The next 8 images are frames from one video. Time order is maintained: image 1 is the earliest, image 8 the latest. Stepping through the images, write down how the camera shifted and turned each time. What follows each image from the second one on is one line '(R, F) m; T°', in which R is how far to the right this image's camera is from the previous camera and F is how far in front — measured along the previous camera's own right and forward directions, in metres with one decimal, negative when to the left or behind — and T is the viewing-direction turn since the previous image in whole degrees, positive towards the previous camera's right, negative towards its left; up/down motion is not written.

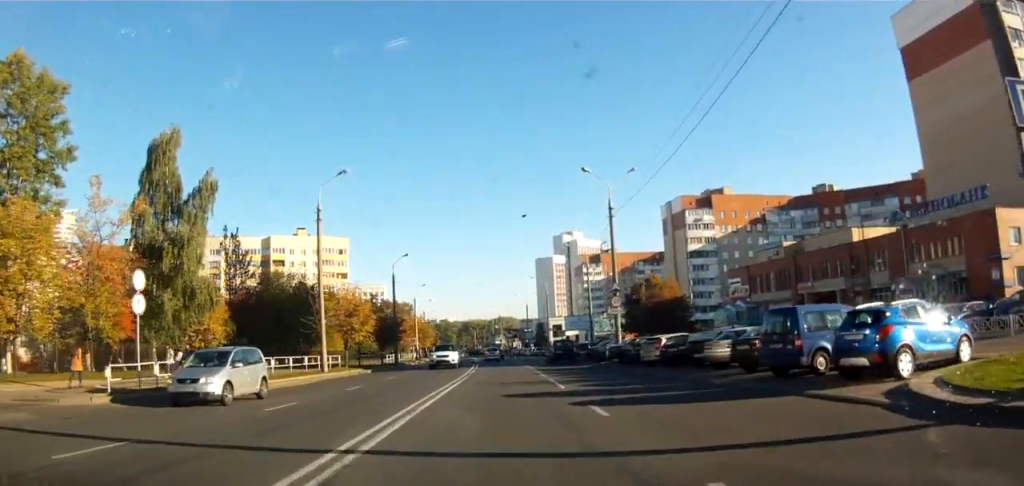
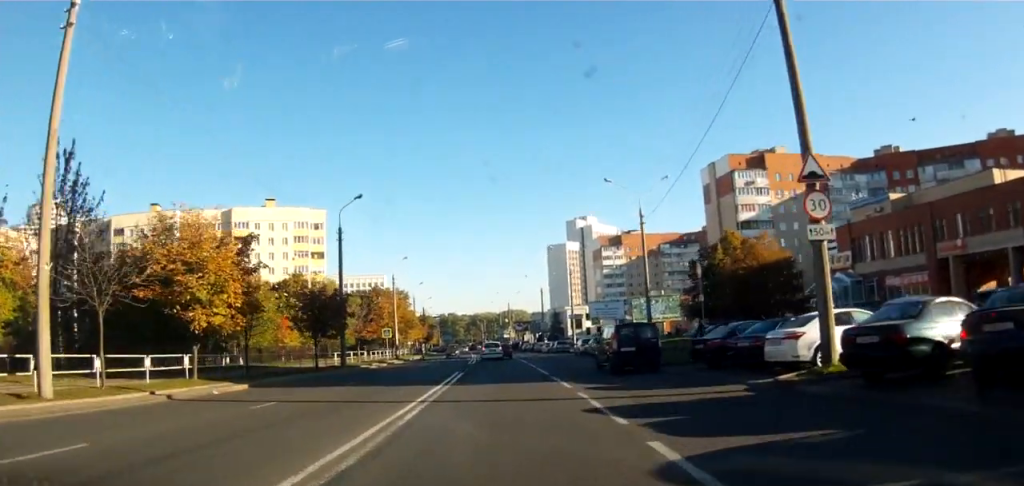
(+0.3, +24.3) m; +1°
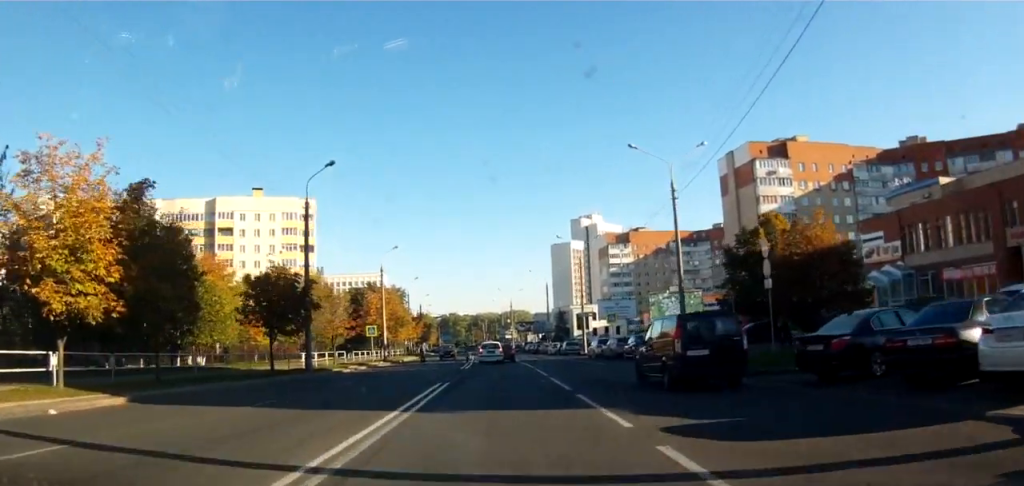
(+0.2, +7.7) m; -1°
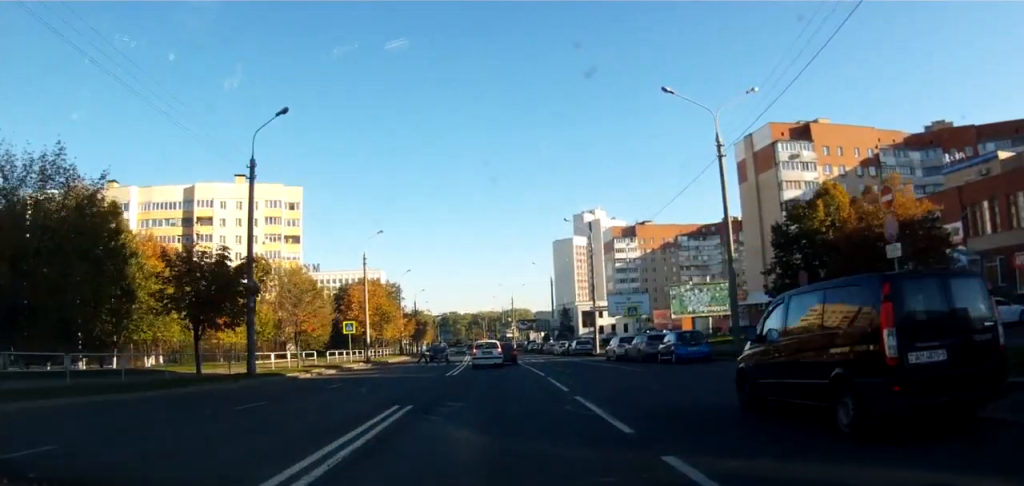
(-0.4, +7.4) m; -3°
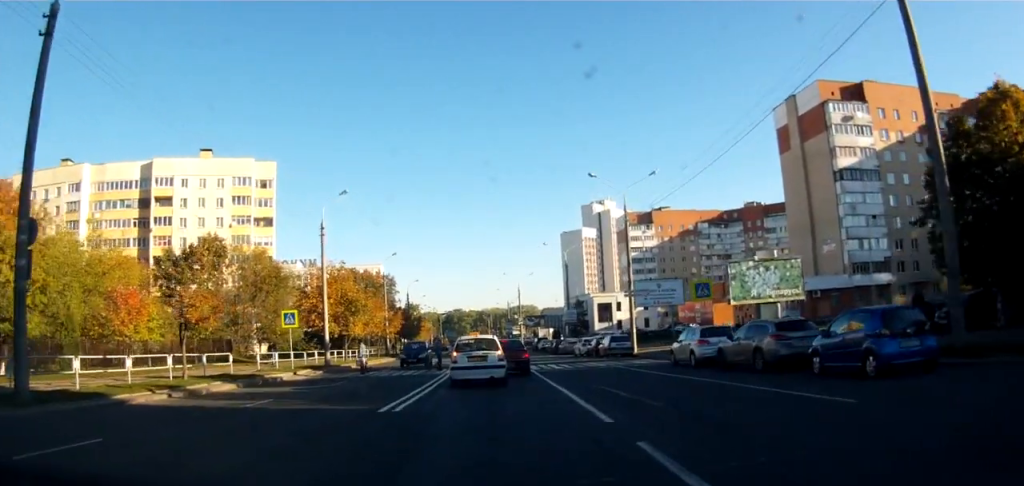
(-0.1, +11.7) m; +2°
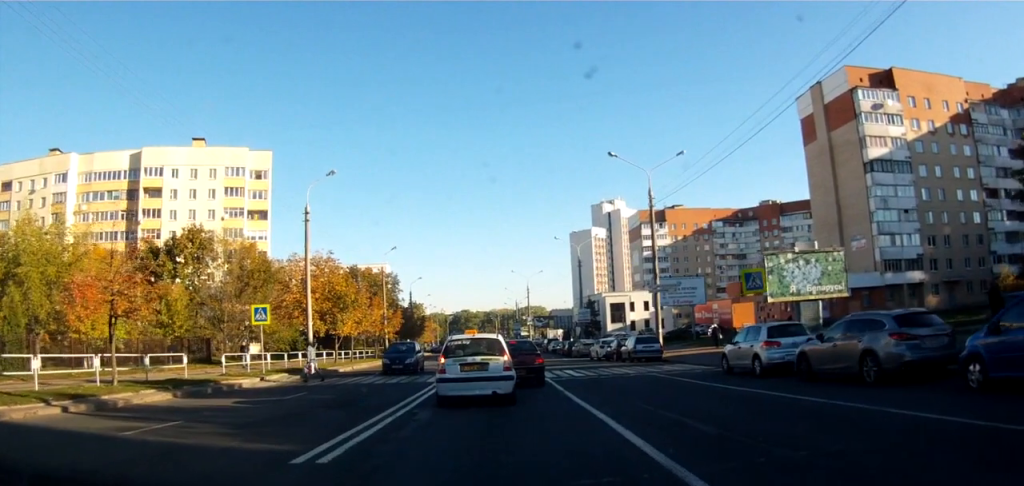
(+0.2, +3.9) m; +1°
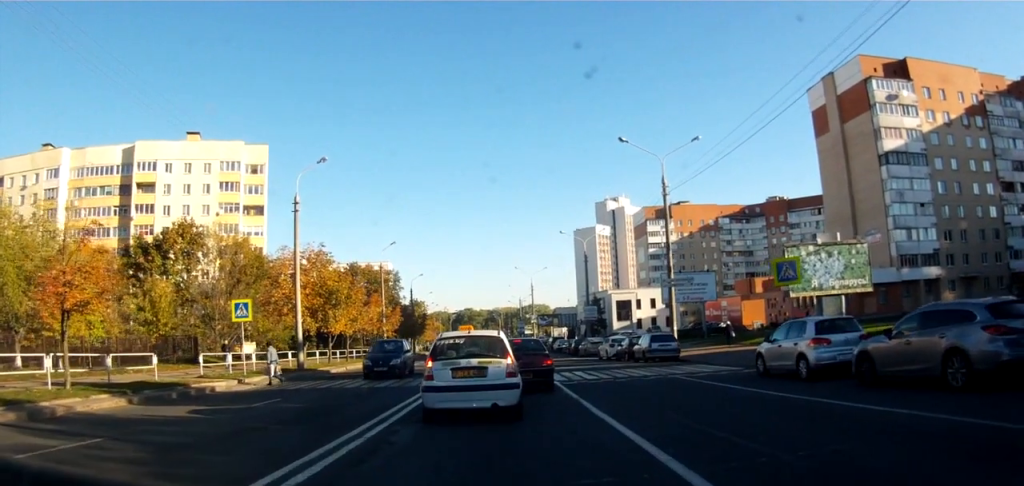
(-0.1, +1.7) m; -2°
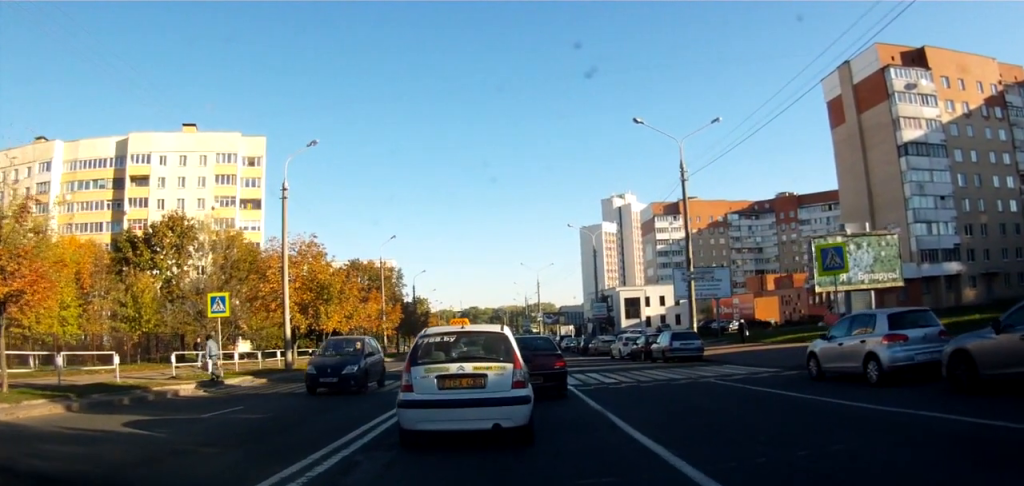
(0.0, +2.4) m; +2°
